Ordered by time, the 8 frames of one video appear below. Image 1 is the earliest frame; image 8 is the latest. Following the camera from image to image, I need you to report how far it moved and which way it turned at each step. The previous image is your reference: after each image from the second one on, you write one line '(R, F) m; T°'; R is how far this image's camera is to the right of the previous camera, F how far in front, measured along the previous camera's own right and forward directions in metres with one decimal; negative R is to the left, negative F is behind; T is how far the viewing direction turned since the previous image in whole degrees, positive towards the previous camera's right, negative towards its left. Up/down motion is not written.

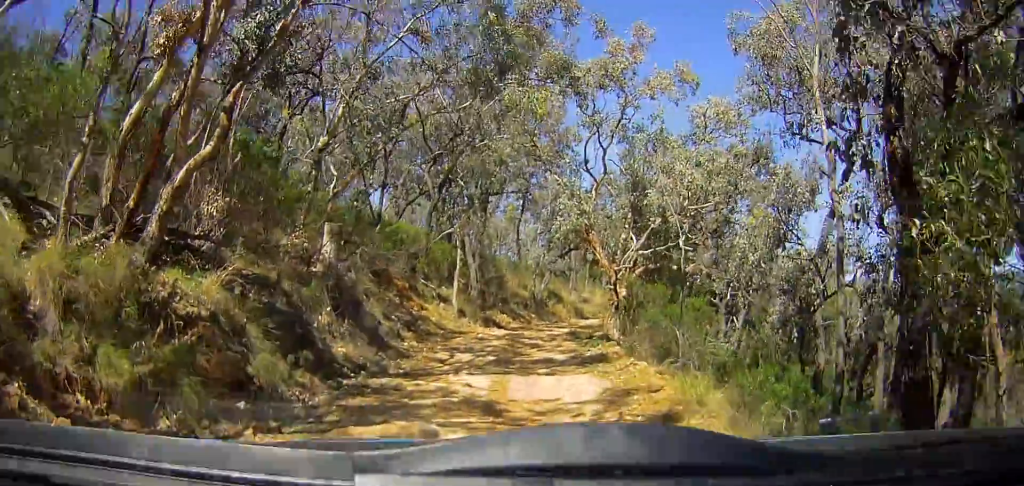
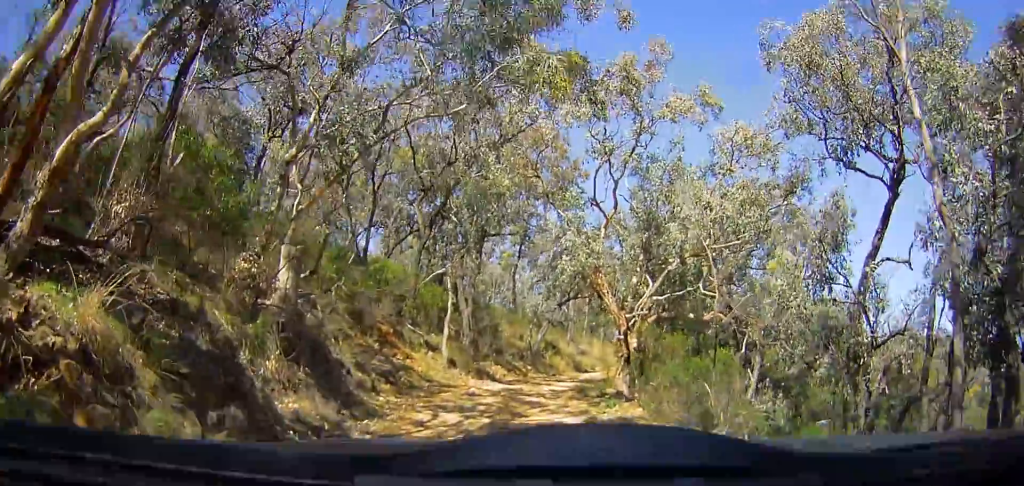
(0.0, +2.5) m; 0°
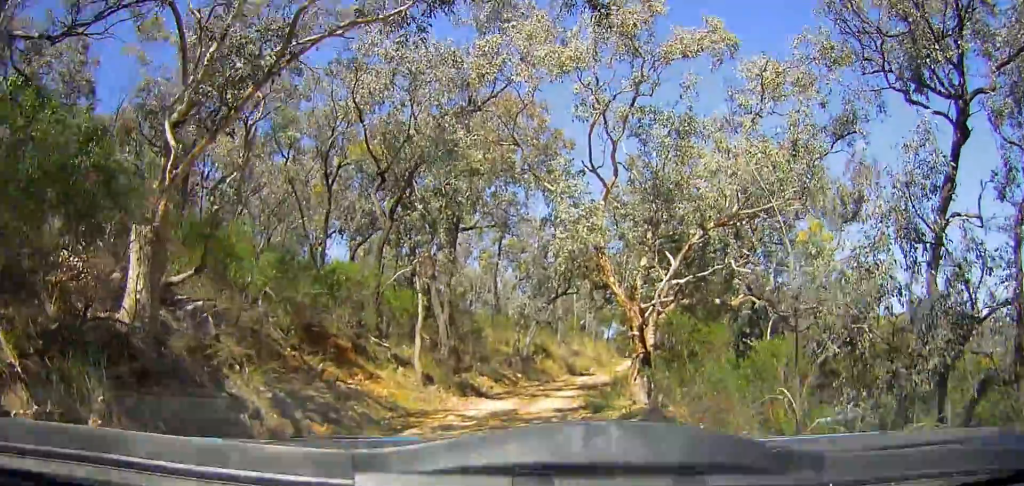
(0.0, +4.0) m; 0°
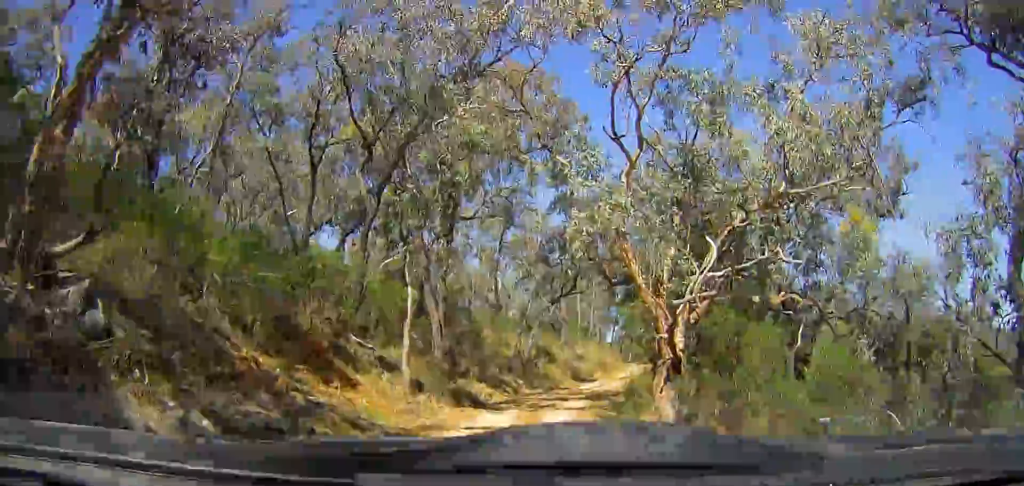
(0.0, +2.6) m; +1°
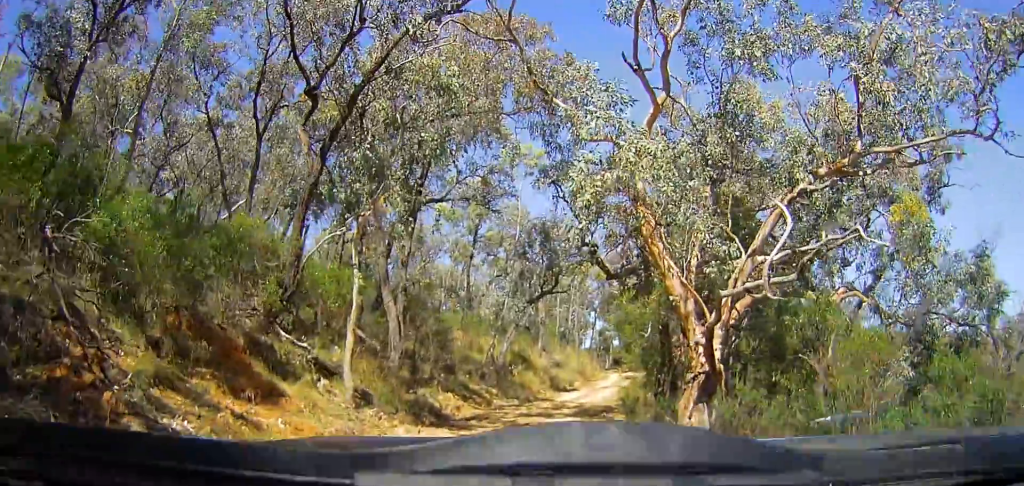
(+0.1, +4.0) m; +3°
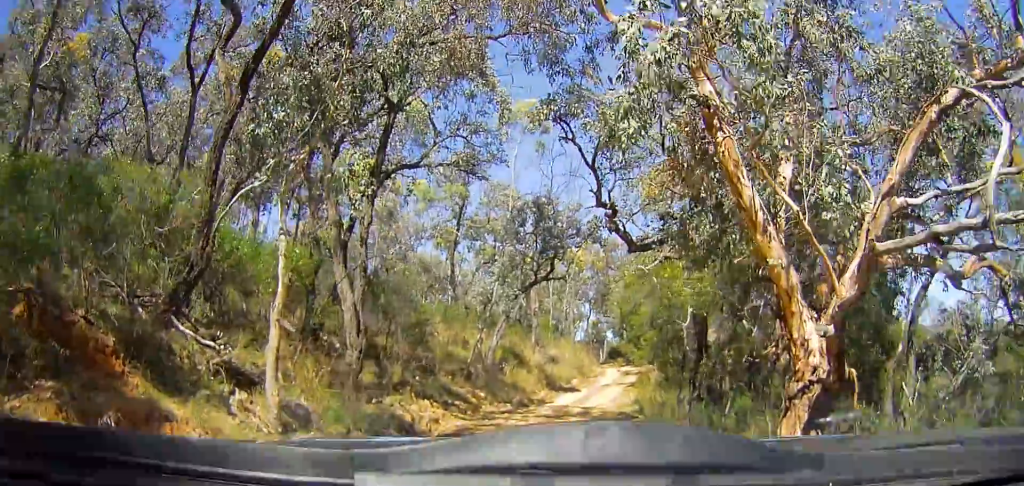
(+0.2, +4.3) m; +3°
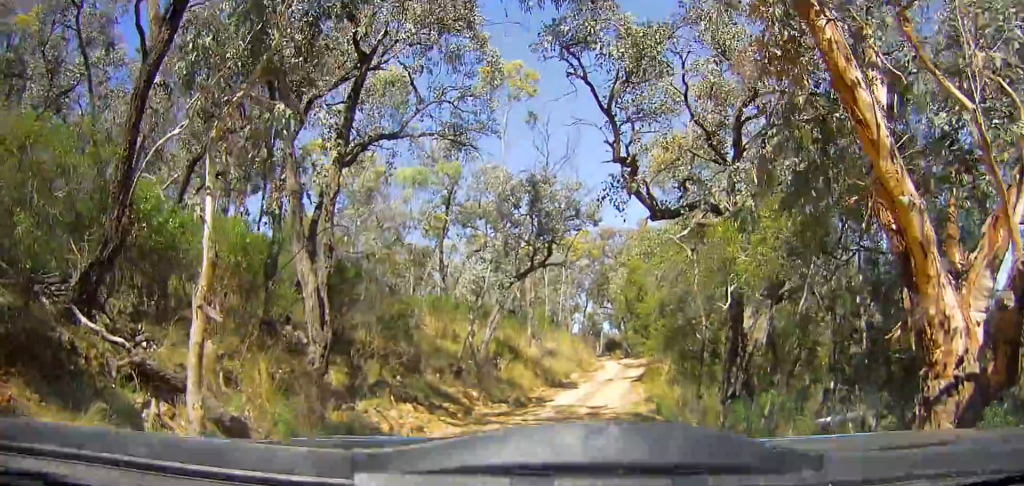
(0.0, +2.6) m; +1°
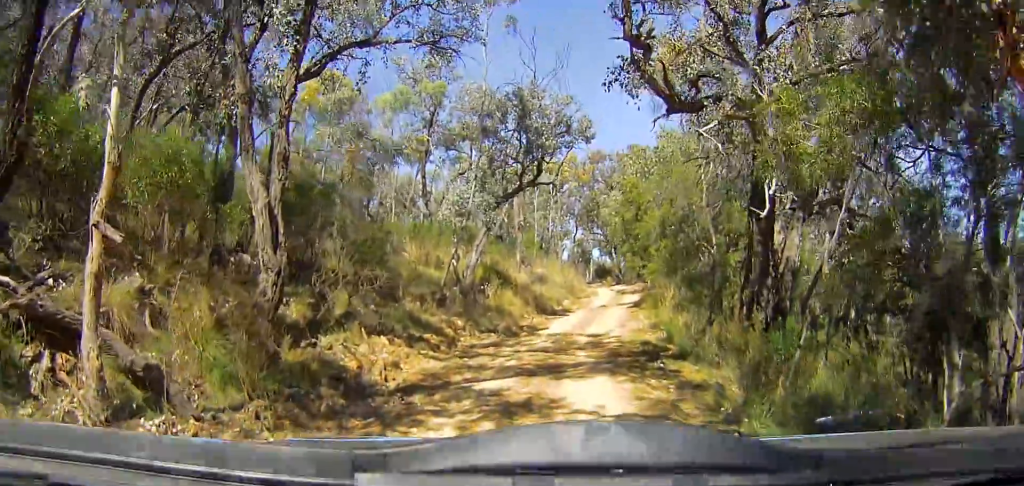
(0.0, +1.9) m; +1°
